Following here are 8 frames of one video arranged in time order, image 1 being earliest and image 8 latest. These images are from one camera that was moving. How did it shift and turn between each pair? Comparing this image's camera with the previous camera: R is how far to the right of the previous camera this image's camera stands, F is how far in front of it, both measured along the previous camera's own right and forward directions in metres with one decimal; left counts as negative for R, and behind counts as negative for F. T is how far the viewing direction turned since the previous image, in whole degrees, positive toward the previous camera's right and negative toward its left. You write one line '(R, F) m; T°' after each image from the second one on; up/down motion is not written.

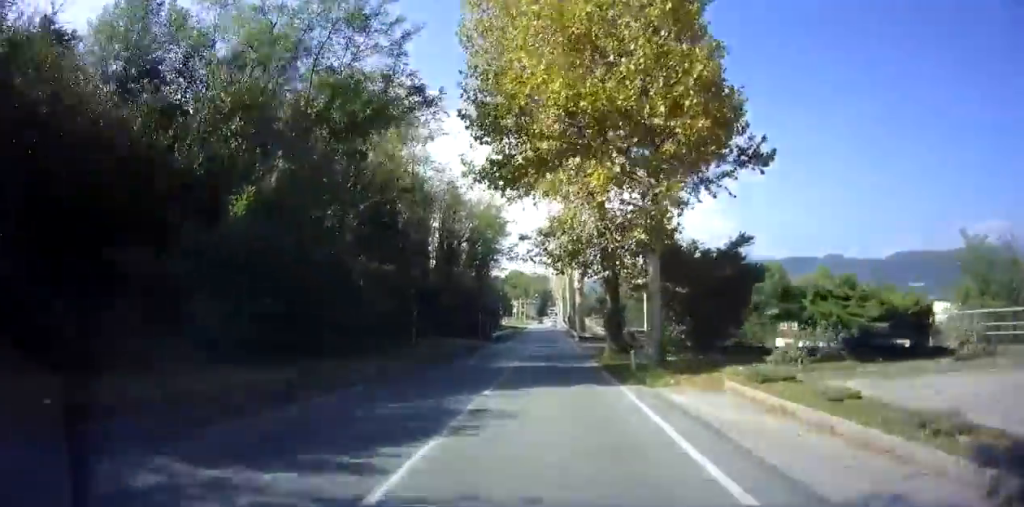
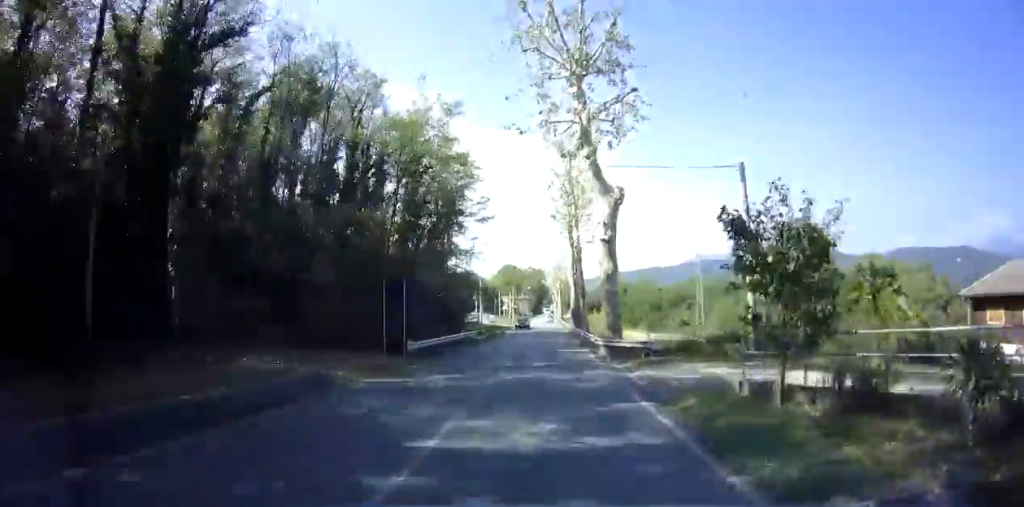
(-1.1, +27.3) m; -3°
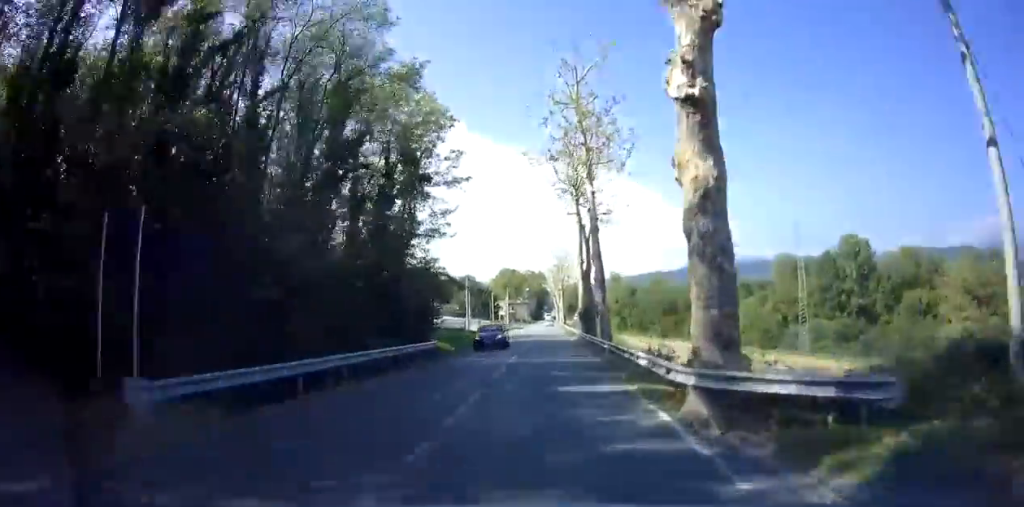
(-0.1, +14.6) m; +1°
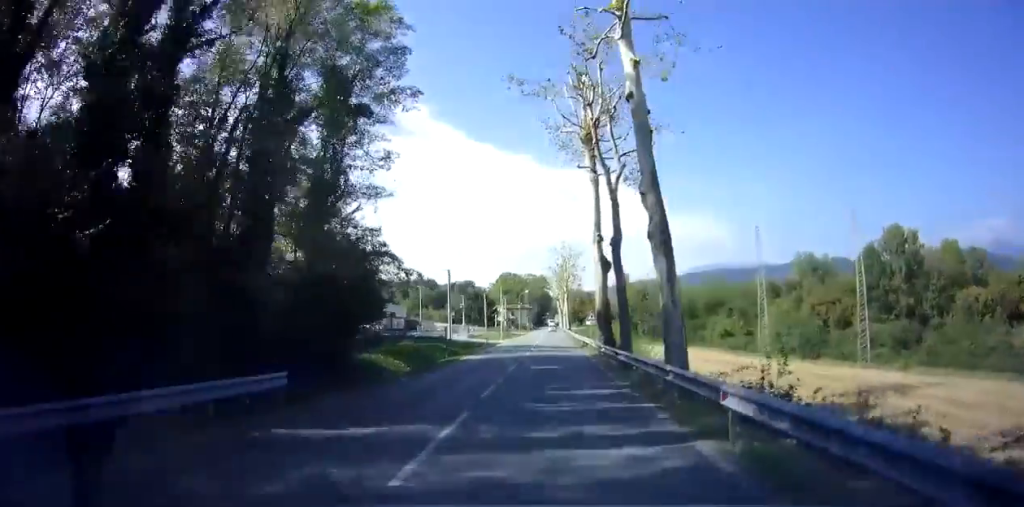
(+0.2, +14.3) m; +2°
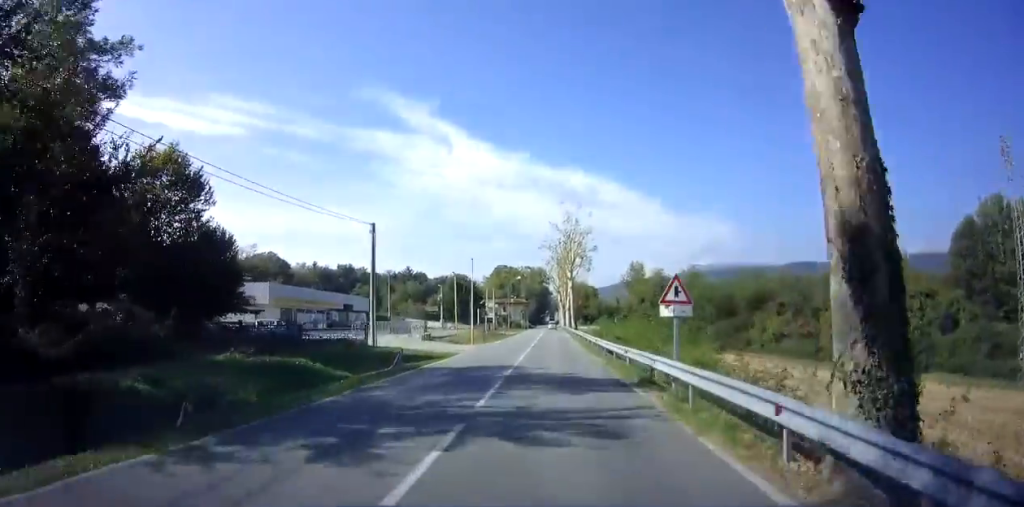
(0.0, +25.7) m; -1°
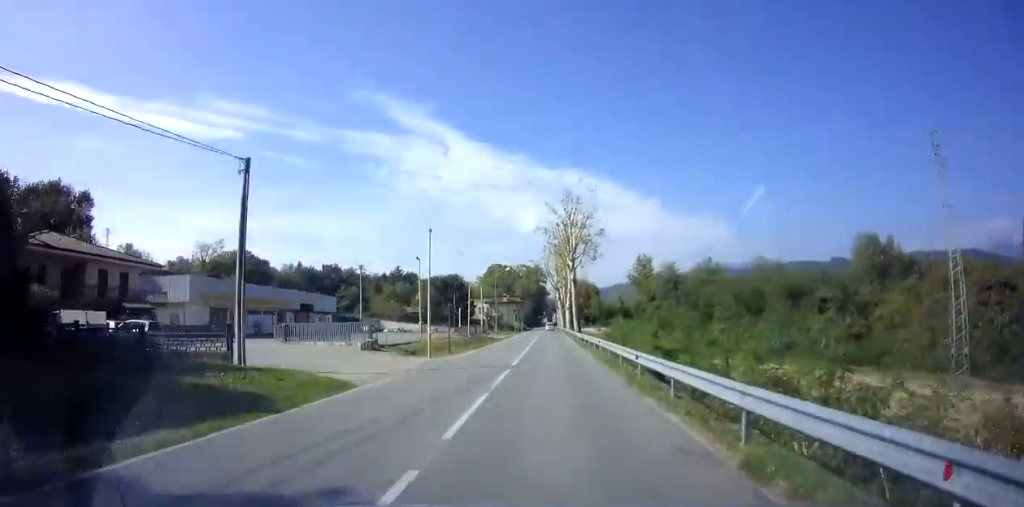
(-0.2, +14.7) m; 0°
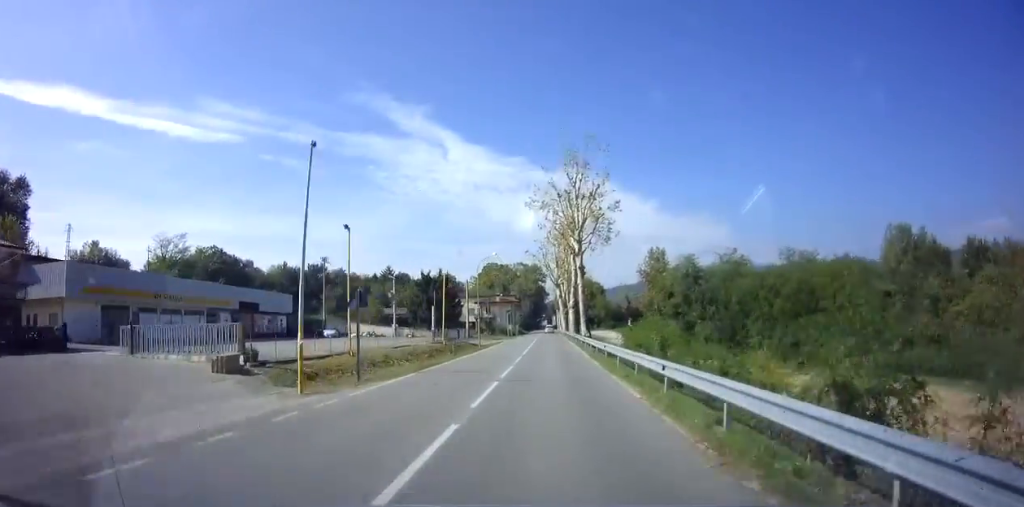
(0.0, +15.3) m; 0°
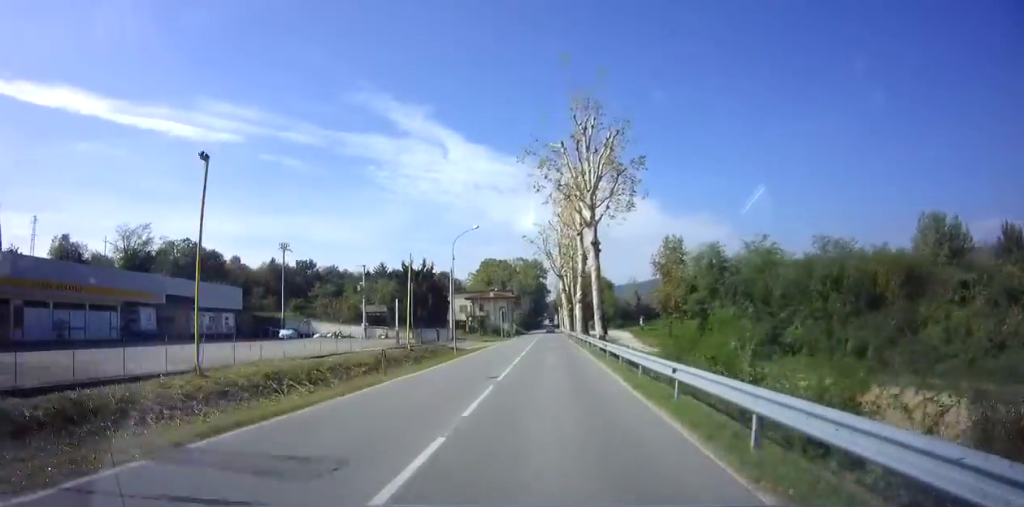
(0.0, +12.9) m; 0°
